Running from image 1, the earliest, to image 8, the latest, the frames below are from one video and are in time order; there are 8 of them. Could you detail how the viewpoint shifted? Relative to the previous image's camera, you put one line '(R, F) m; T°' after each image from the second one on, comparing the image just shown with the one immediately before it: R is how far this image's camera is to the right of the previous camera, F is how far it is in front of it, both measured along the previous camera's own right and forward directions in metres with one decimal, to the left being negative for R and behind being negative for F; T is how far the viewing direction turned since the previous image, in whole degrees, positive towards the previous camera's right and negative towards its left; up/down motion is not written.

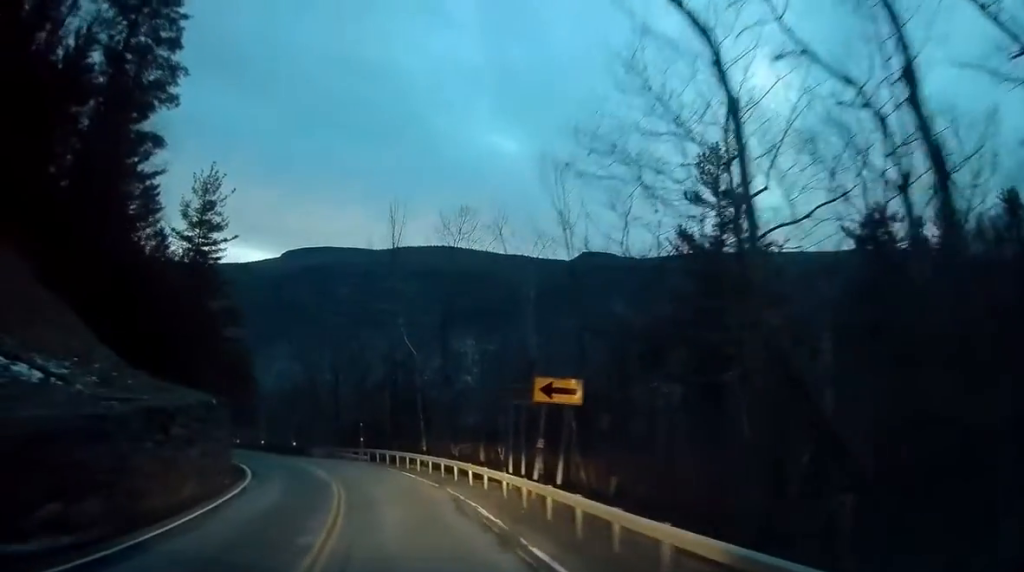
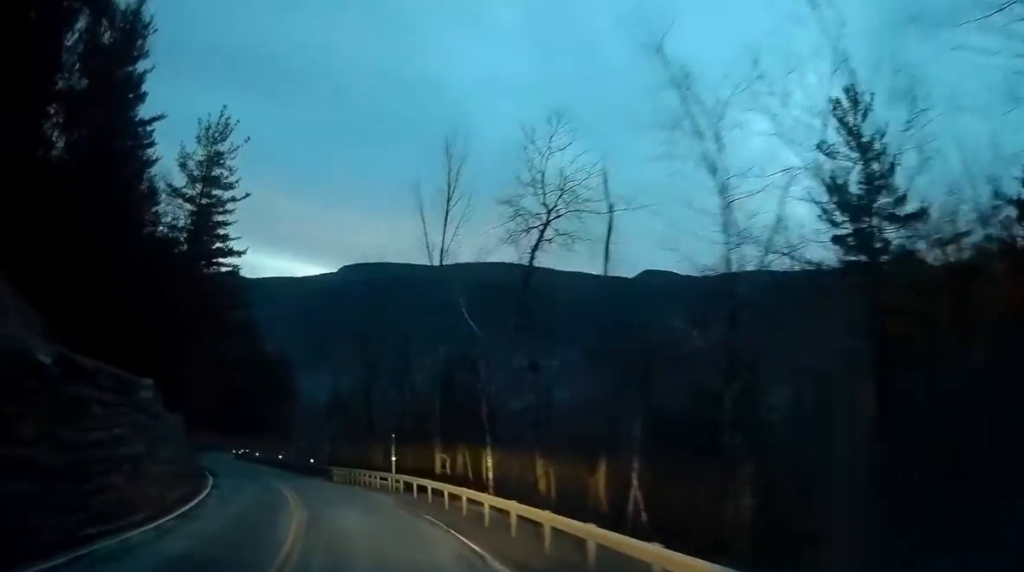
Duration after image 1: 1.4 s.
(-1.4, +14.3) m; -12°
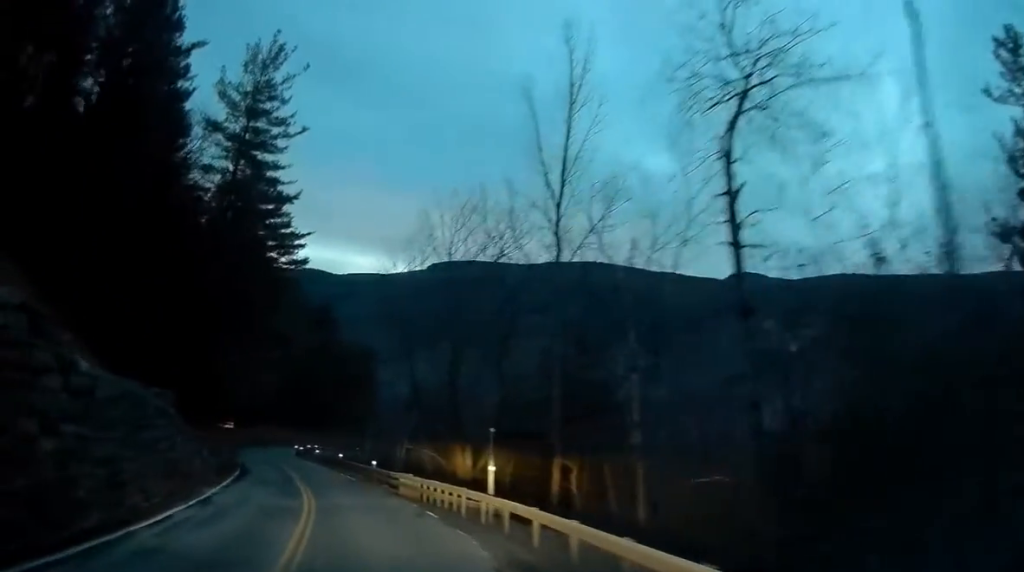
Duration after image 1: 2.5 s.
(-0.9, +10.4) m; -7°
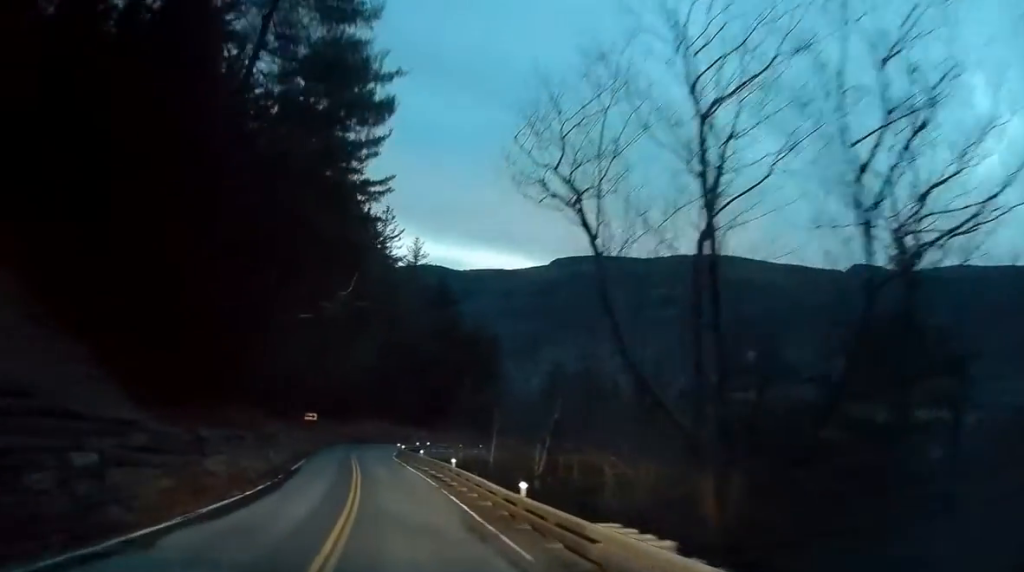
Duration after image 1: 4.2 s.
(-0.8, +17.3) m; -6°
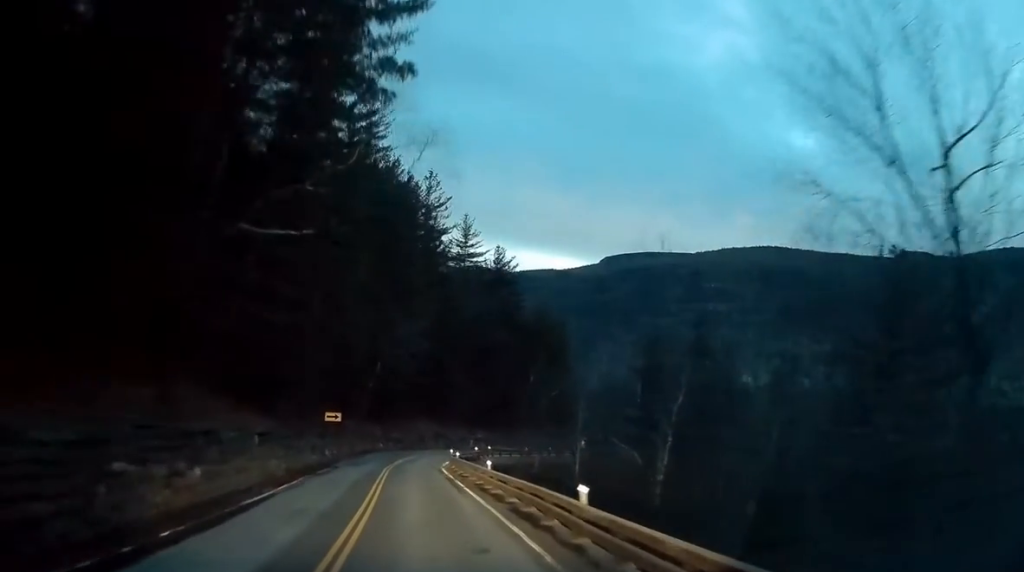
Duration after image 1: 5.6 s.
(-0.7, +15.9) m; -2°
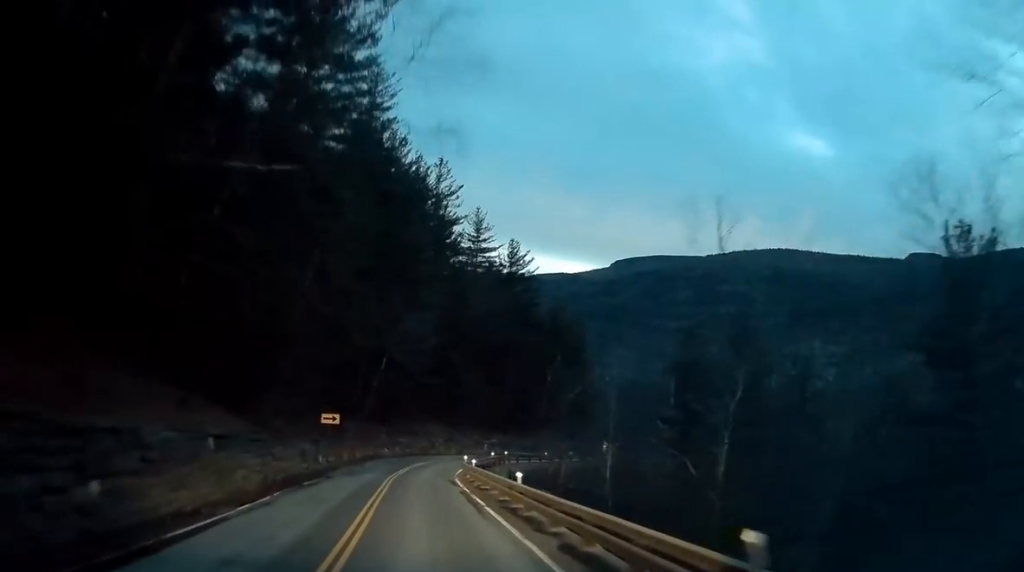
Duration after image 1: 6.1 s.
(0.0, +5.8) m; 0°
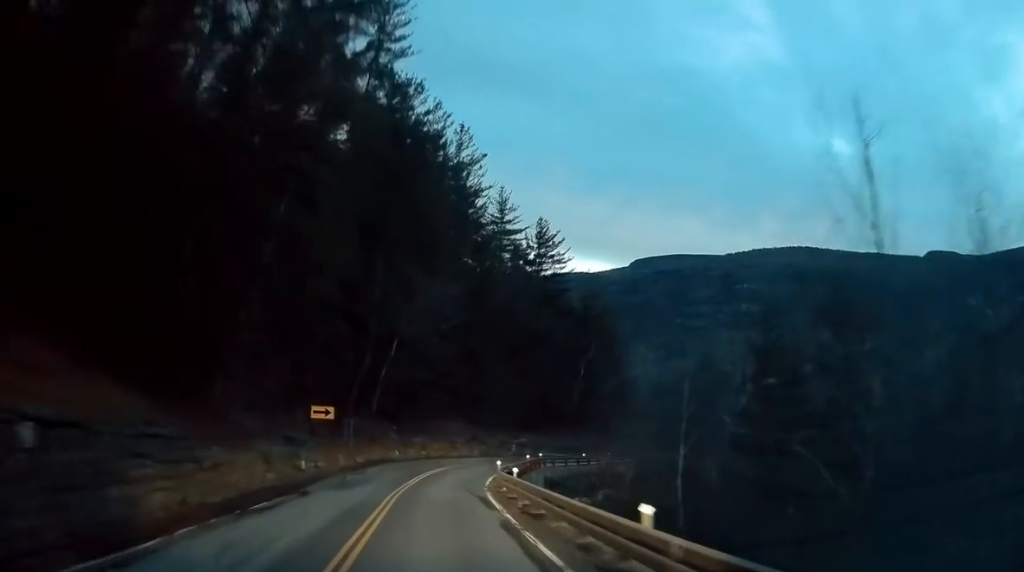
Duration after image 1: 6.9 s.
(+0.1, +9.5) m; -3°
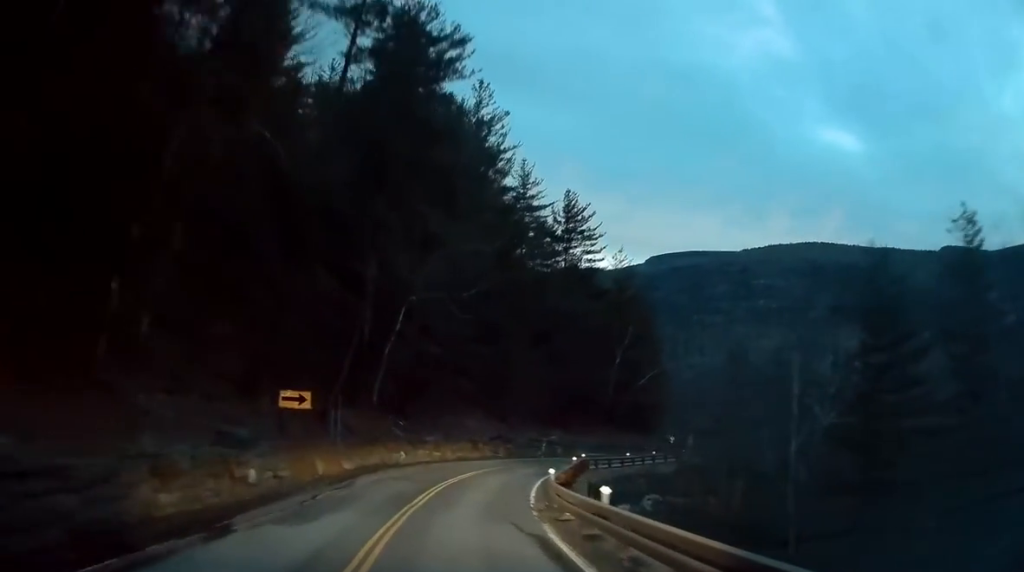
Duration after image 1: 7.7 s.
(-0.6, +9.4) m; -1°
